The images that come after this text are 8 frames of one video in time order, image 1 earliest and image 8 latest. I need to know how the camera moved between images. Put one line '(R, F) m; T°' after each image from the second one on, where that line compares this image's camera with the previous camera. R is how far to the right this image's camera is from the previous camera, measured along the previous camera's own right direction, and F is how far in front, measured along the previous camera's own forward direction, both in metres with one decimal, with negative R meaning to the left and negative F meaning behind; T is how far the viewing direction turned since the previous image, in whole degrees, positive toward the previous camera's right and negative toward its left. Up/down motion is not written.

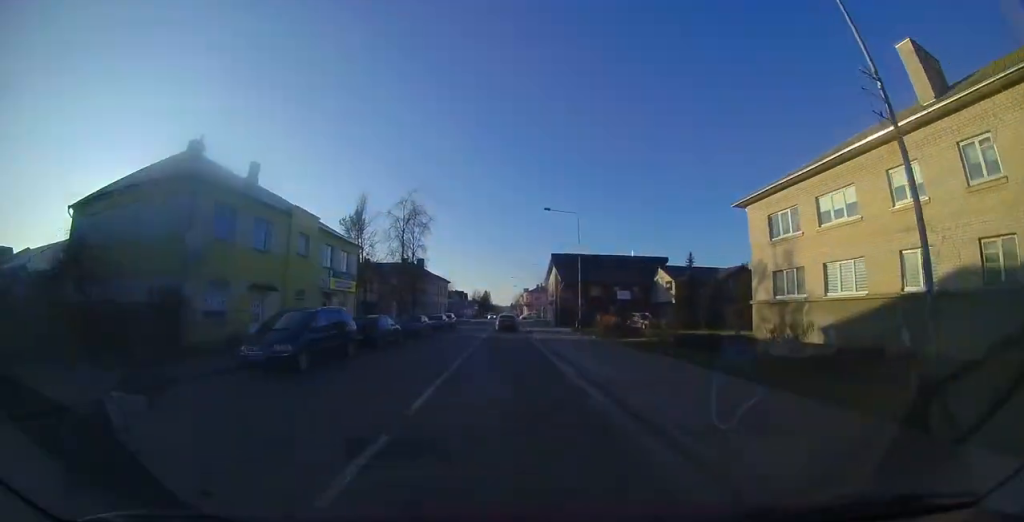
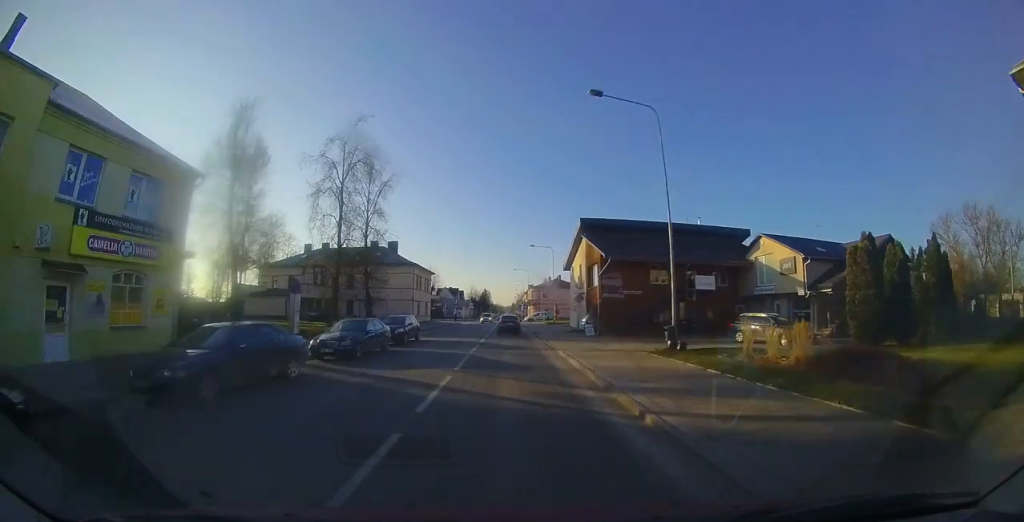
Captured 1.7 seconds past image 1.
(+0.3, +16.2) m; -1°
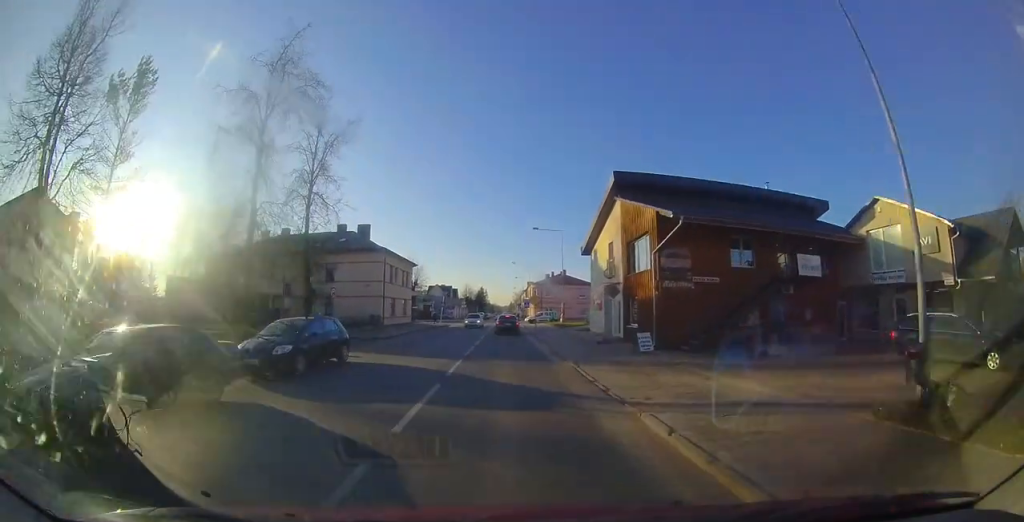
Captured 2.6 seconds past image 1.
(-0.4, +9.0) m; -3°
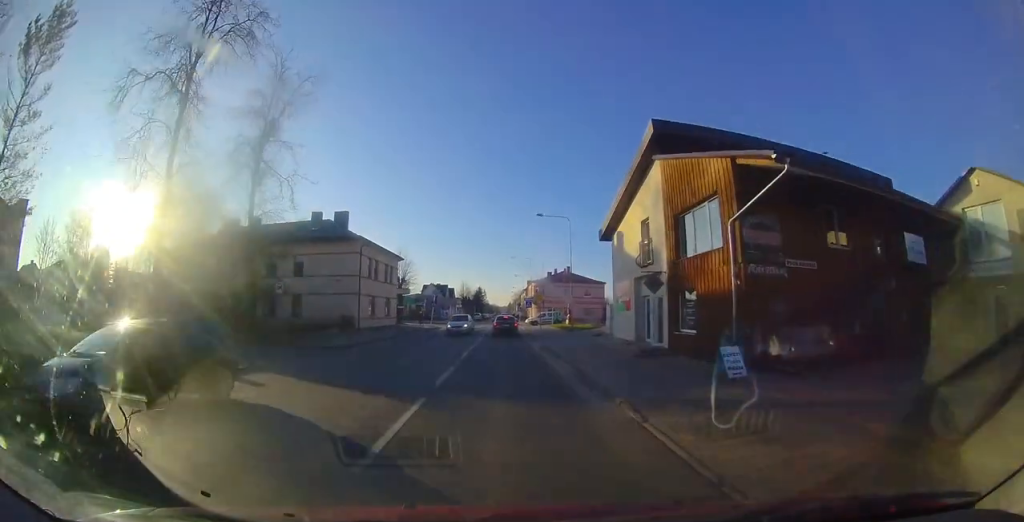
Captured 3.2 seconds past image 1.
(0.0, +5.2) m; 0°
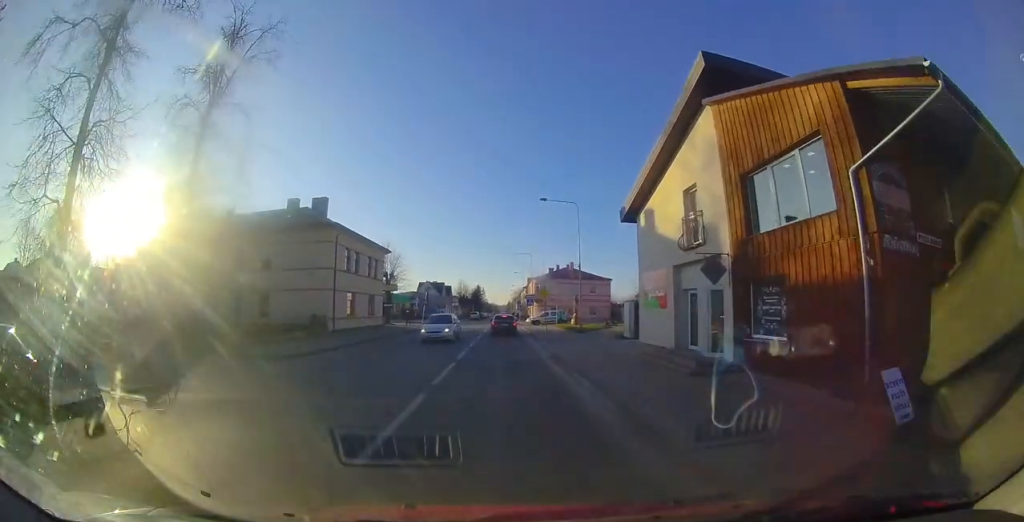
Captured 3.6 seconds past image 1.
(0.0, +4.0) m; 0°
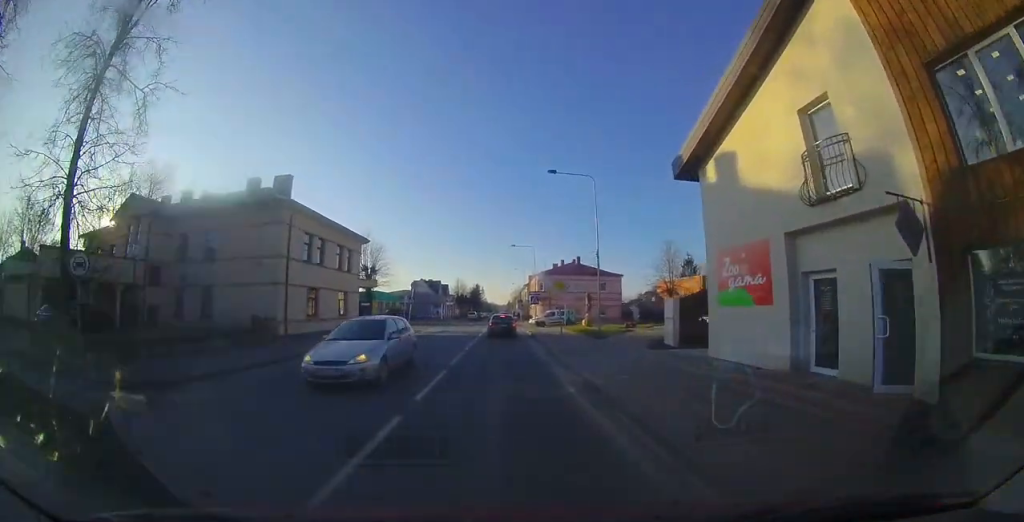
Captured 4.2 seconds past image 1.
(0.0, +5.5) m; -1°
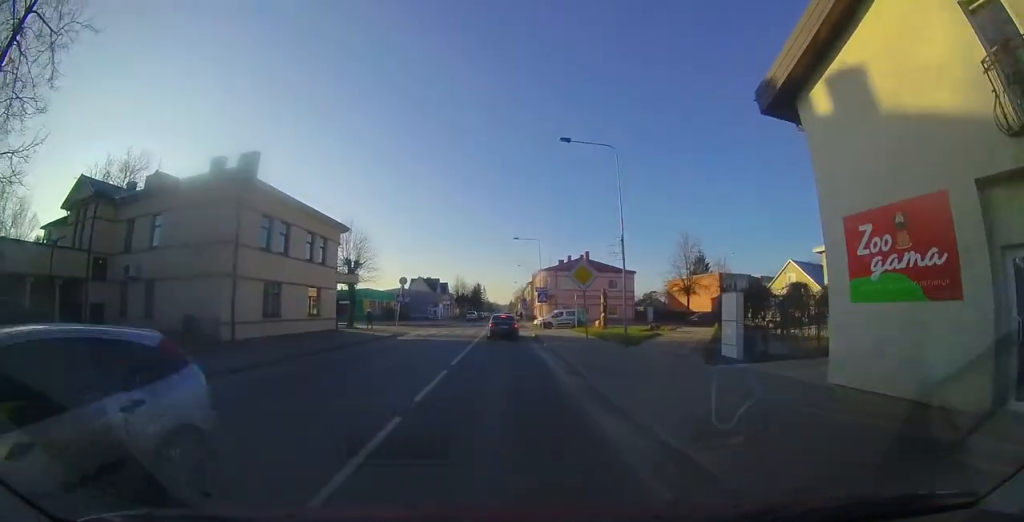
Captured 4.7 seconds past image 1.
(0.0, +4.2) m; 0°
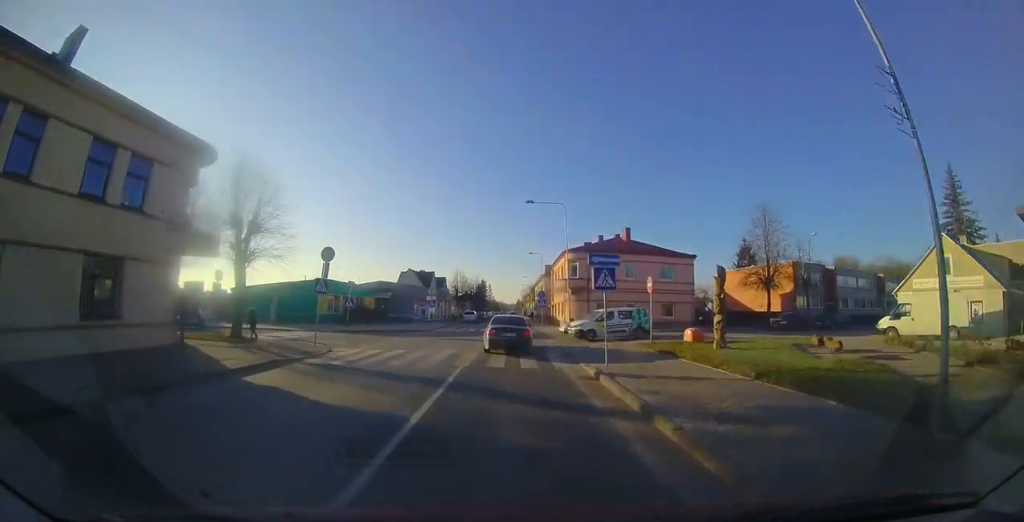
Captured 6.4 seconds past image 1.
(0.0, +13.8) m; 0°
